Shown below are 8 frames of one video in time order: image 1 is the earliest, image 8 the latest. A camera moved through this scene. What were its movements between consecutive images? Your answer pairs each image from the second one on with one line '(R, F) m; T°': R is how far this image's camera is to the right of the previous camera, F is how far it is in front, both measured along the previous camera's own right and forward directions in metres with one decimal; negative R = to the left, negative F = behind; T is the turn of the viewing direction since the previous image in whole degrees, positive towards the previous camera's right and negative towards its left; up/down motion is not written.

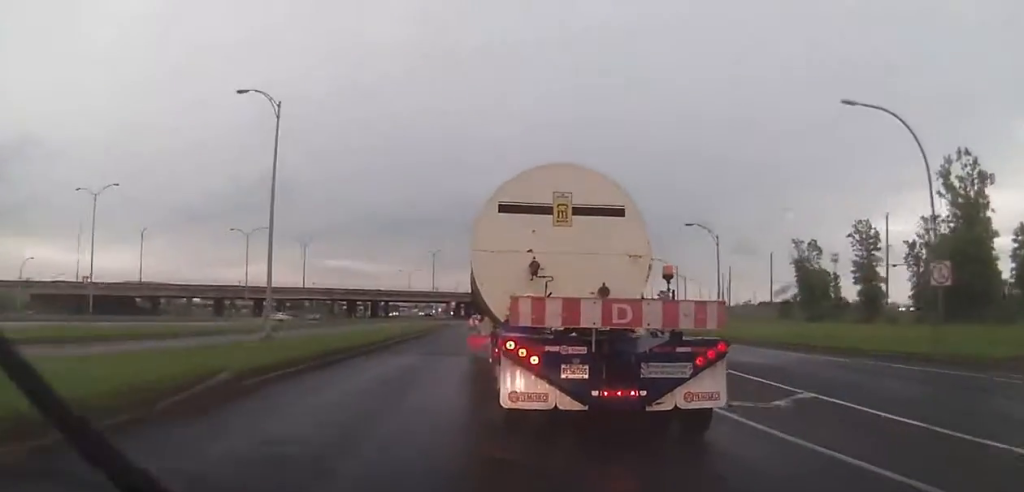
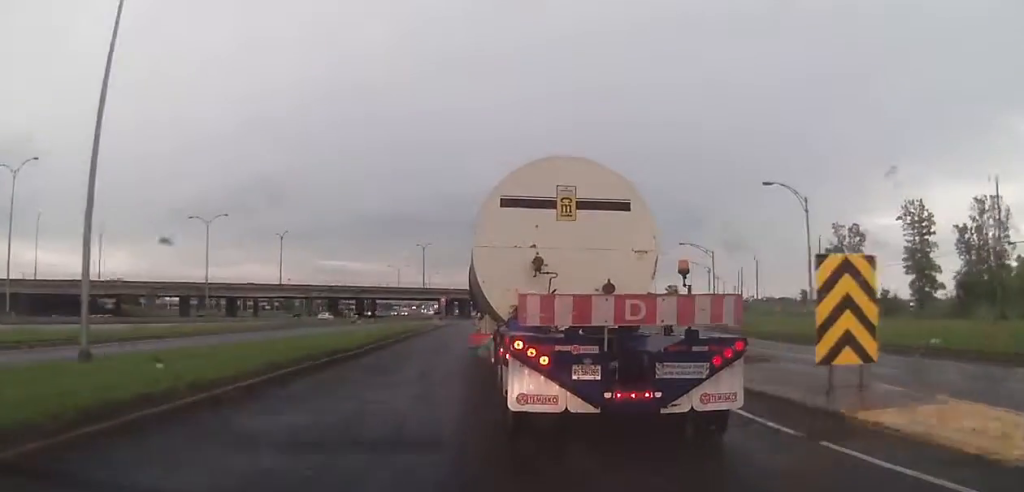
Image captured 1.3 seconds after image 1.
(+0.4, +16.7) m; +1°
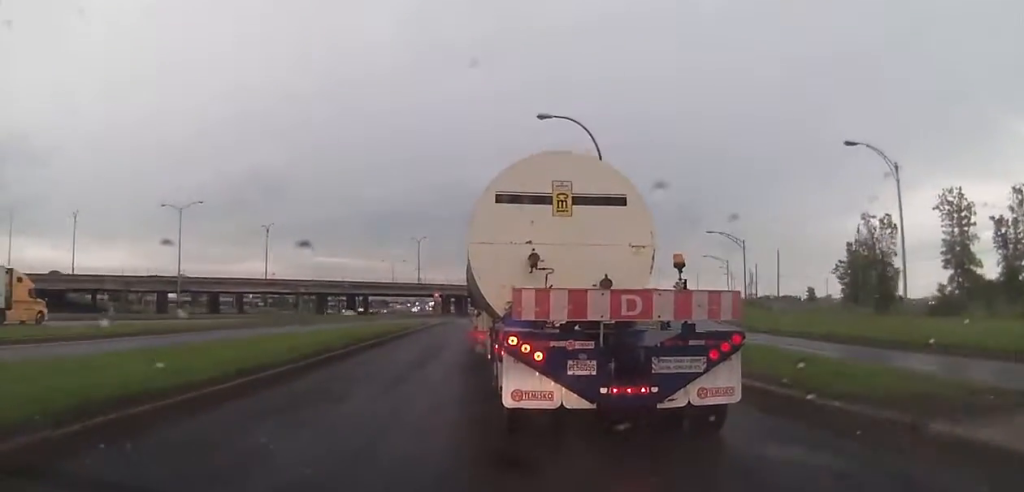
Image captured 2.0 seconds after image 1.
(-0.1, +9.9) m; 0°
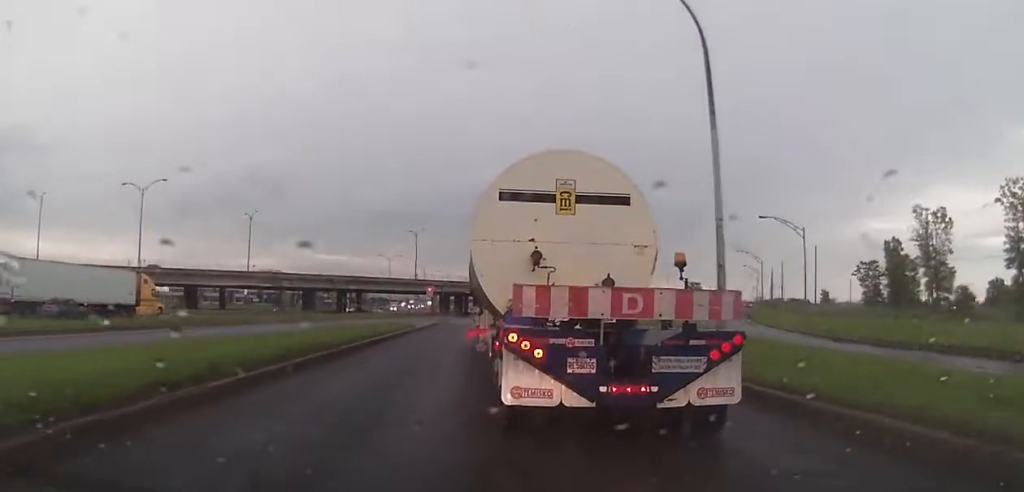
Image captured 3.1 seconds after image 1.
(-0.1, +13.1) m; 0°
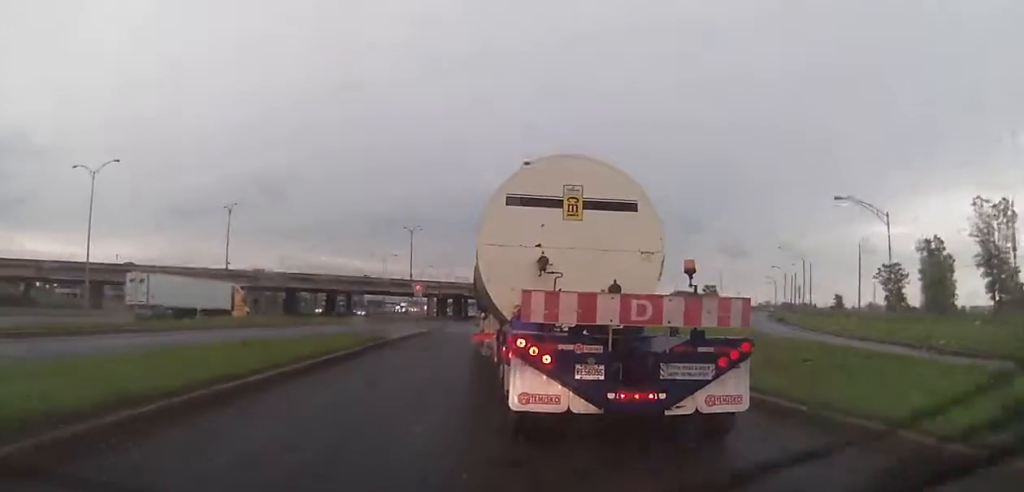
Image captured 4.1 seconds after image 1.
(0.0, +12.9) m; 0°
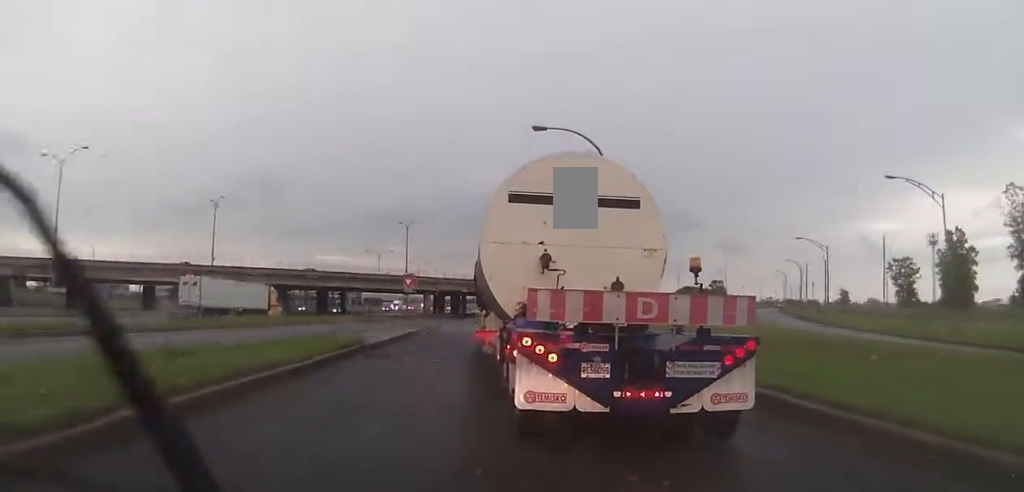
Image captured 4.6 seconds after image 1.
(-0.2, +6.6) m; 0°
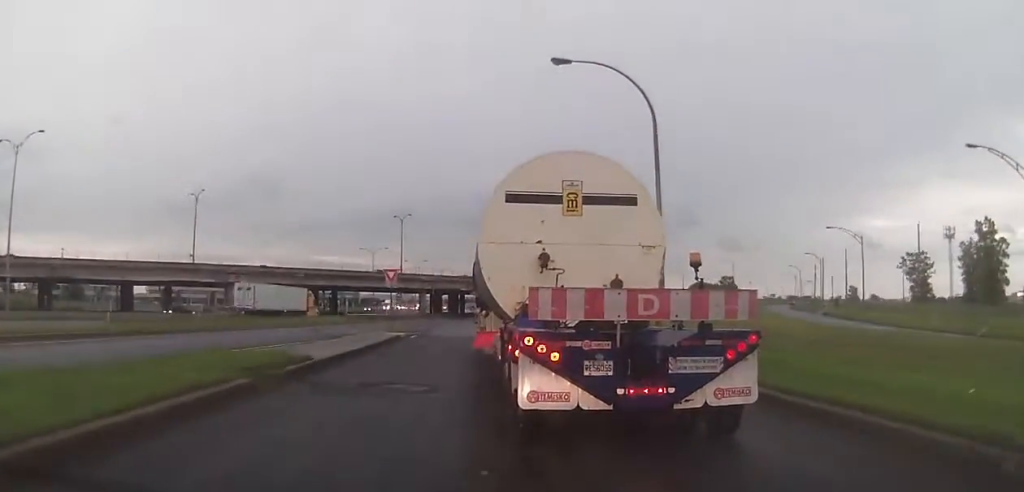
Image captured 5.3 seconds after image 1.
(+0.4, +8.1) m; 0°
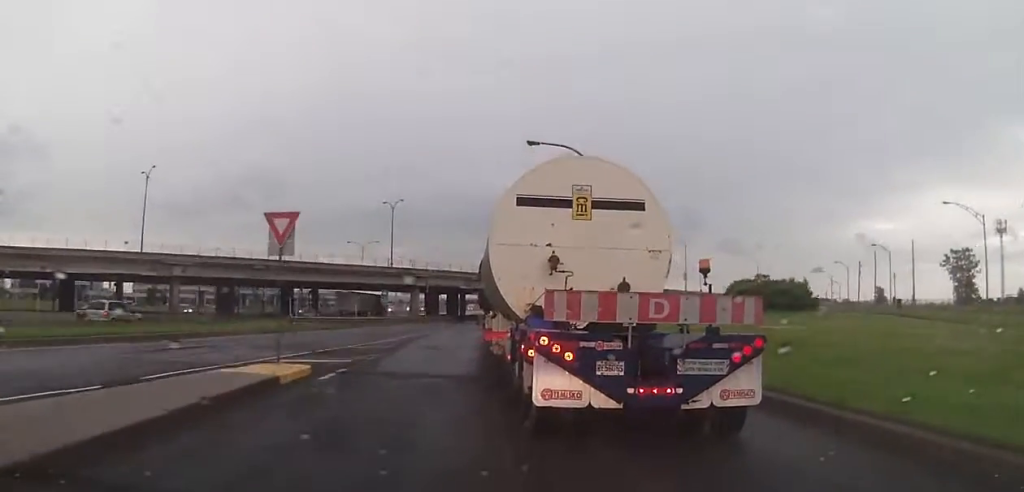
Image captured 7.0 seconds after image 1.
(-0.2, +19.6) m; 0°
